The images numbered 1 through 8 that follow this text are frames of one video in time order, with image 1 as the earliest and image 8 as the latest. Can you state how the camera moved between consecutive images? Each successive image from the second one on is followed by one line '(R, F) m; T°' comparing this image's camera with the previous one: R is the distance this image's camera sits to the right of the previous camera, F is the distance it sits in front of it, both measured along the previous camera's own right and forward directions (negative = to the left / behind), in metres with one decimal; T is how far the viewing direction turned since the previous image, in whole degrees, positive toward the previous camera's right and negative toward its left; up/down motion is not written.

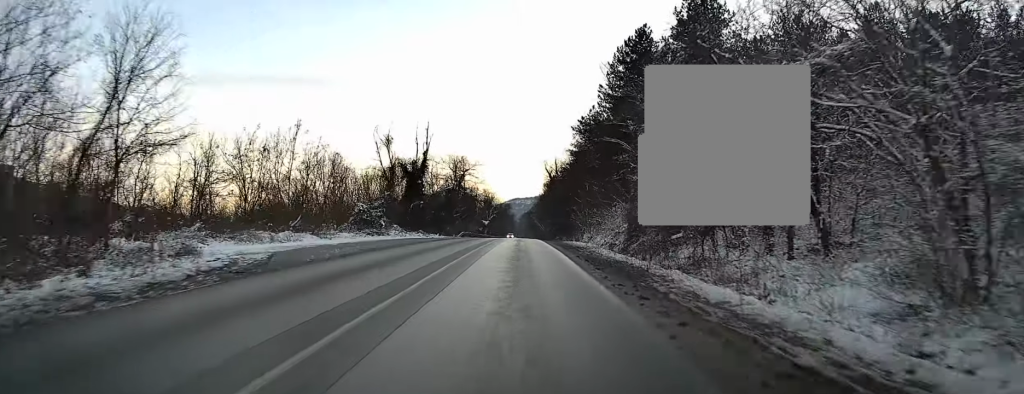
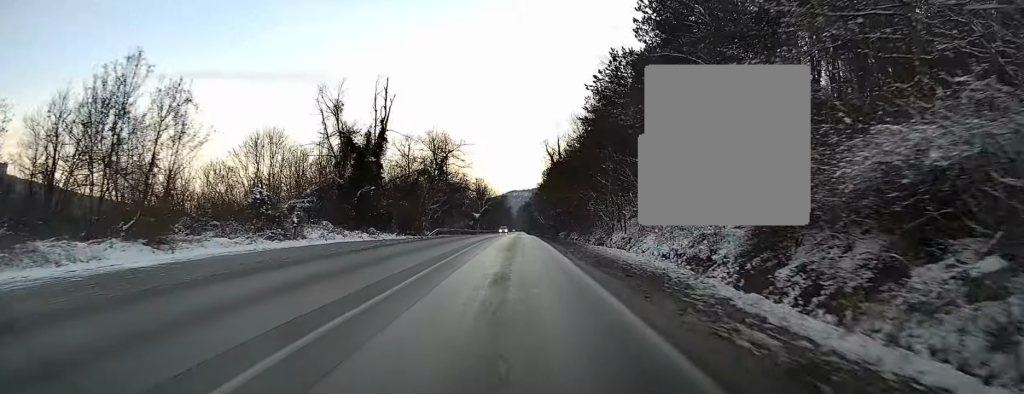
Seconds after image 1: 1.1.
(0.0, +18.9) m; 0°
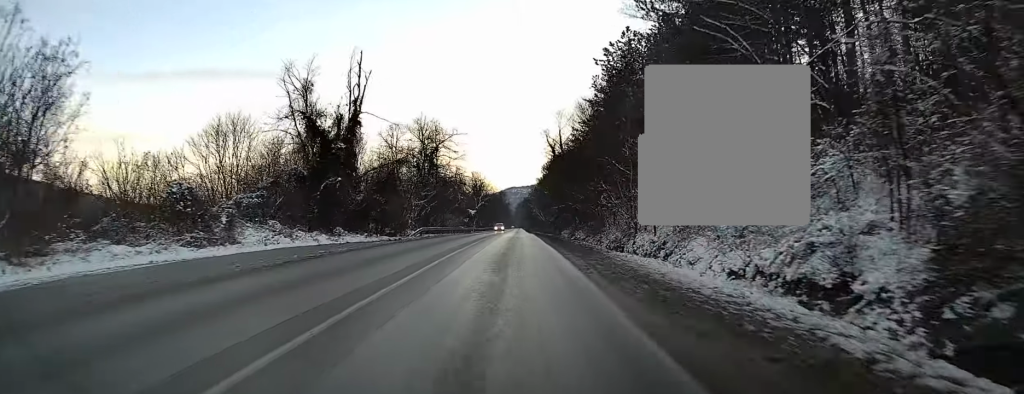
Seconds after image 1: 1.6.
(0.0, +7.7) m; 0°
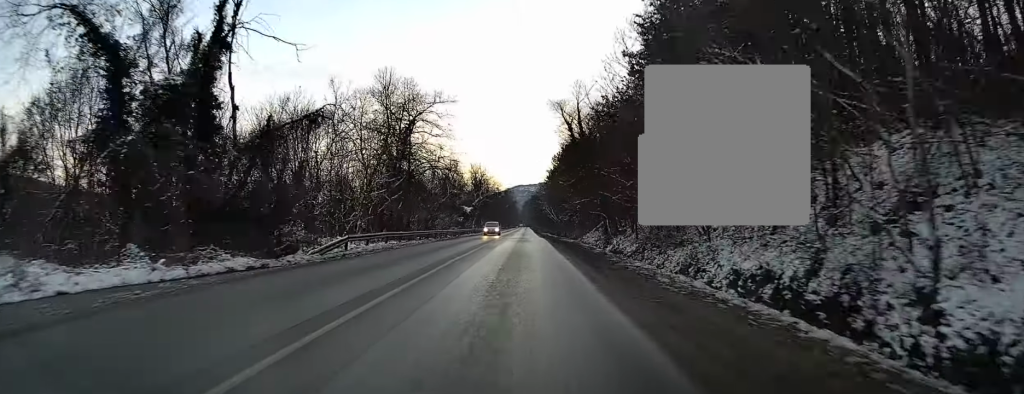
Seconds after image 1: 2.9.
(0.0, +20.9) m; 0°
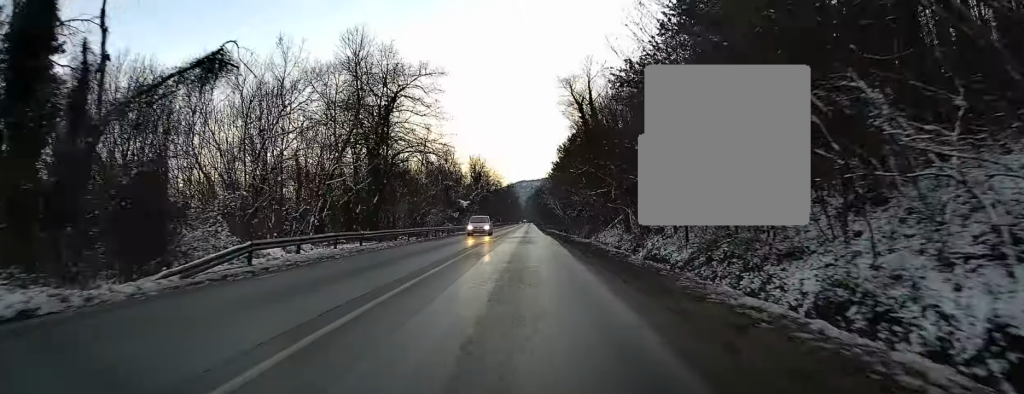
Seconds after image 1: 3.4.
(0.0, +9.5) m; 0°
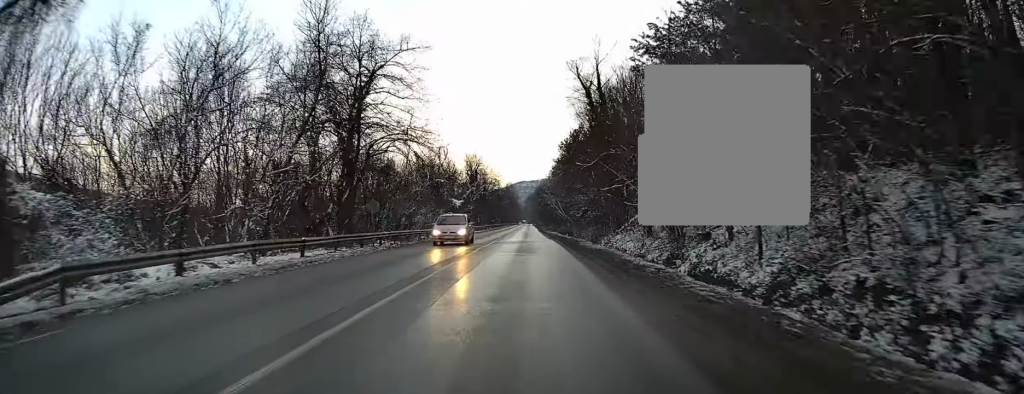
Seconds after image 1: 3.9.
(0.0, +7.4) m; 0°
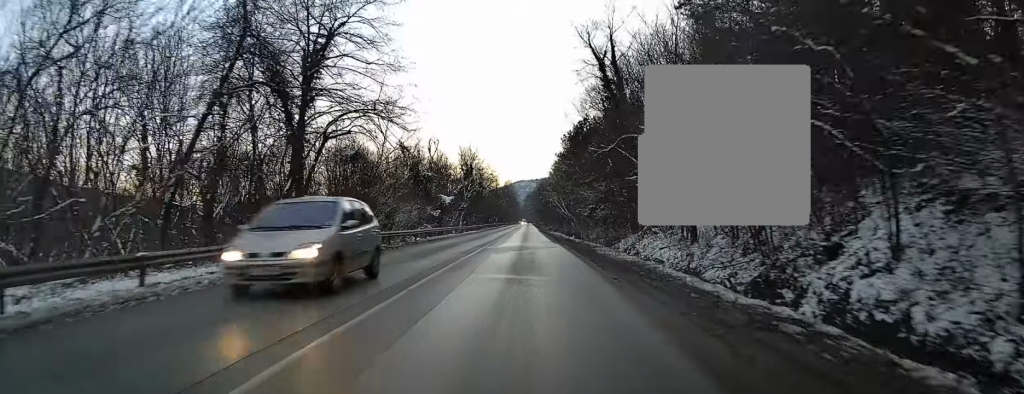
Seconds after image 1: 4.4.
(0.0, +9.1) m; 0°
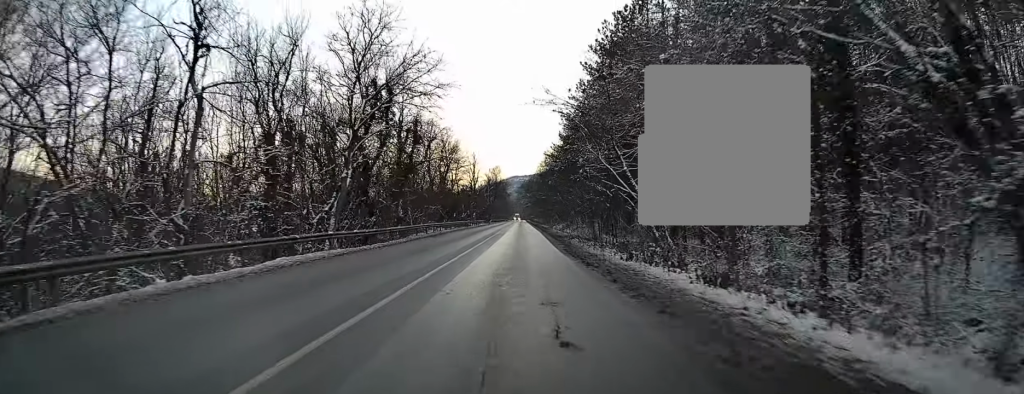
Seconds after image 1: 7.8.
(+1.0, +59.6) m; +1°
